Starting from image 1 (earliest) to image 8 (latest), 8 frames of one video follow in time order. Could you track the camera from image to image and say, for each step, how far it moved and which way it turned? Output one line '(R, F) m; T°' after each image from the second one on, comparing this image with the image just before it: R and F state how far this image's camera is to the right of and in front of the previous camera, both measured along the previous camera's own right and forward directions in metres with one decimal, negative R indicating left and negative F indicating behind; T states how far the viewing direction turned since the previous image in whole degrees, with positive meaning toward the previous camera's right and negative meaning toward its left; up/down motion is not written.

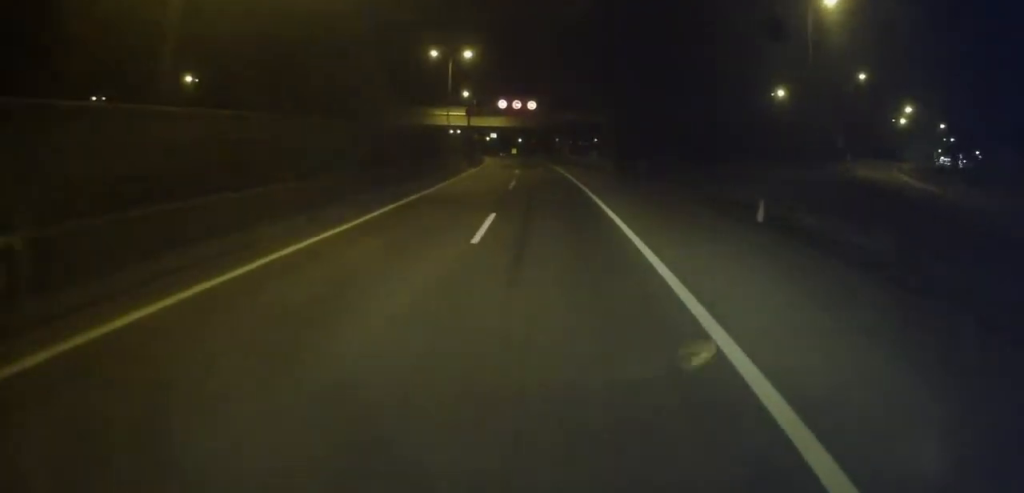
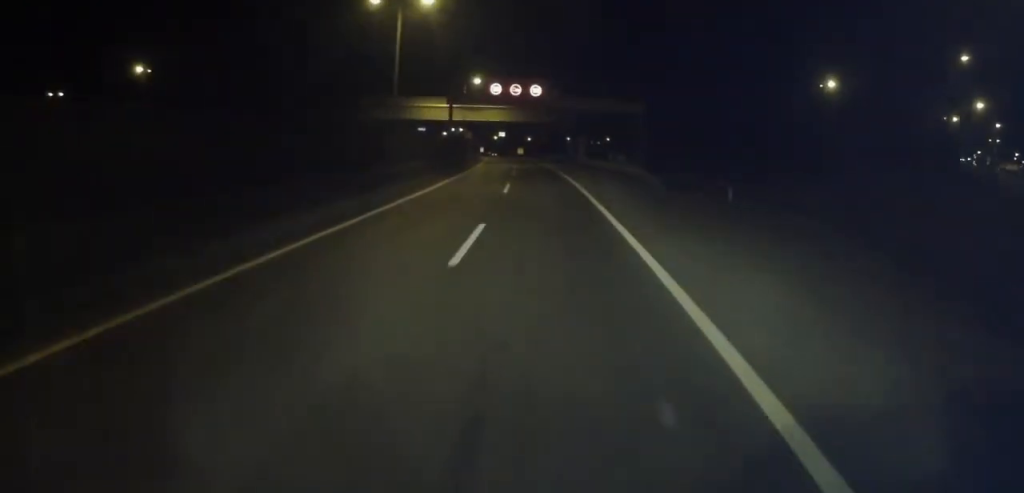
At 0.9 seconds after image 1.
(-0.3, +22.7) m; -1°
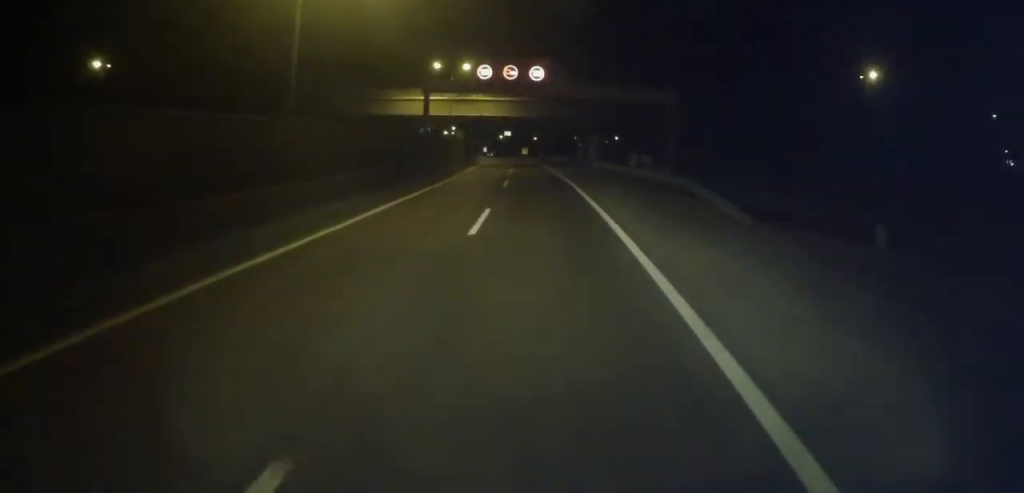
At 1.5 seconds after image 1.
(0.0, +15.5) m; 0°
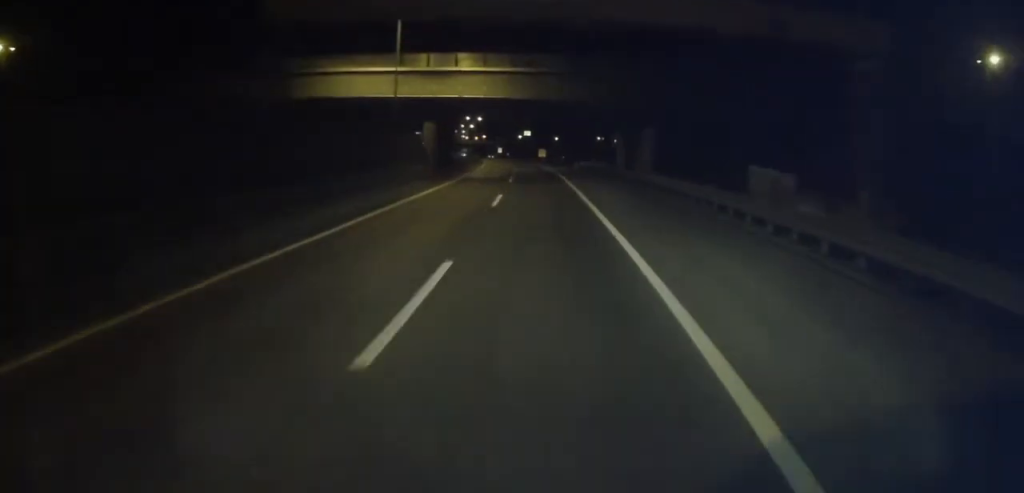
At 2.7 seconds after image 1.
(-0.3, +32.7) m; -1°
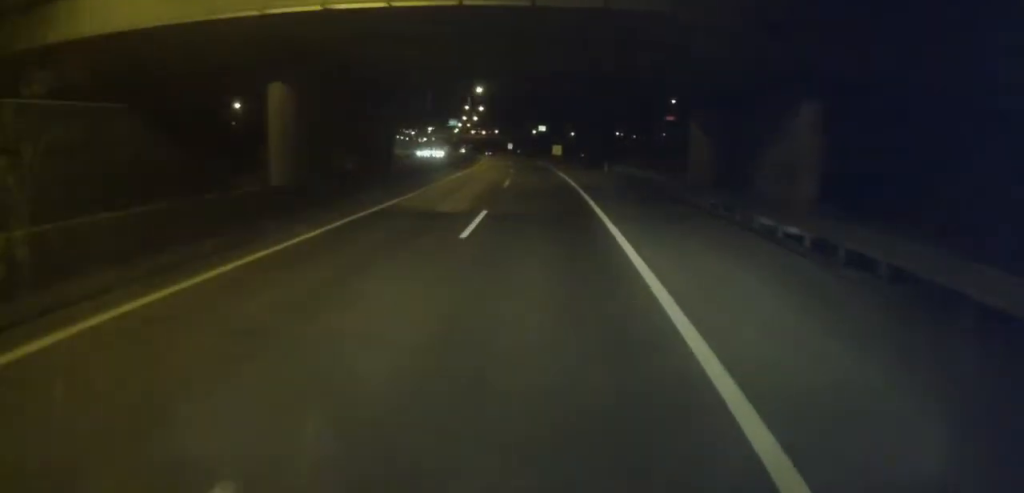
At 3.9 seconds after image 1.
(-0.3, +29.2) m; -1°
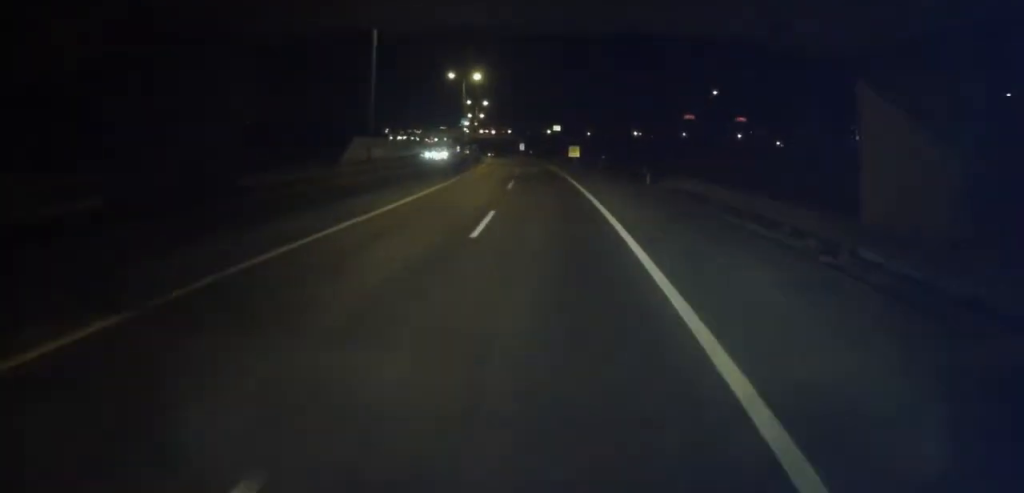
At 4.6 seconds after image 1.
(-0.1, +19.1) m; -1°
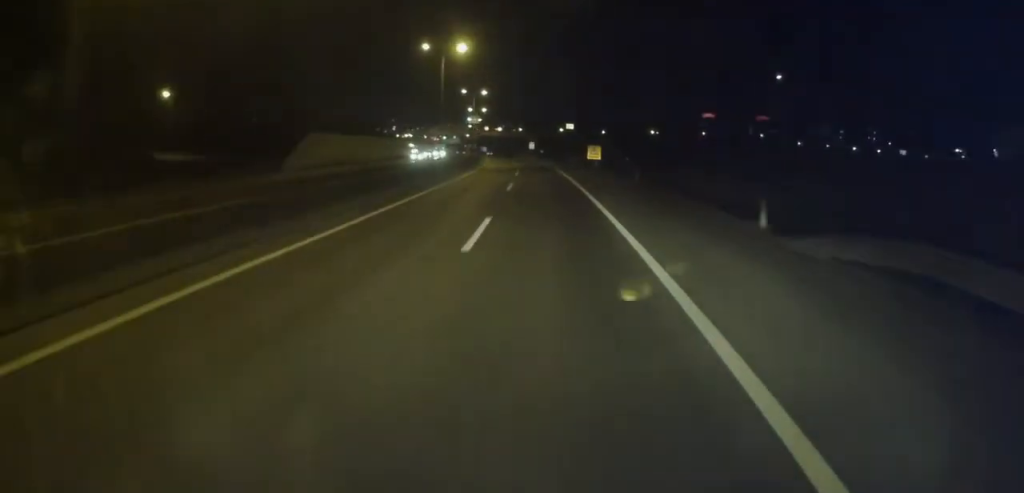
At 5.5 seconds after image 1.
(-0.4, +20.3) m; -2°
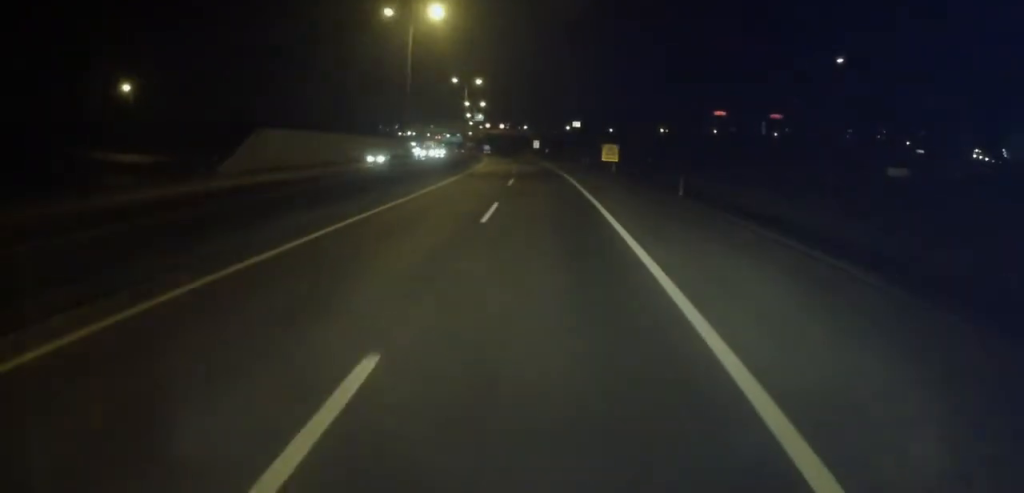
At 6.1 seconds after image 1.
(-0.1, +12.6) m; -1°
